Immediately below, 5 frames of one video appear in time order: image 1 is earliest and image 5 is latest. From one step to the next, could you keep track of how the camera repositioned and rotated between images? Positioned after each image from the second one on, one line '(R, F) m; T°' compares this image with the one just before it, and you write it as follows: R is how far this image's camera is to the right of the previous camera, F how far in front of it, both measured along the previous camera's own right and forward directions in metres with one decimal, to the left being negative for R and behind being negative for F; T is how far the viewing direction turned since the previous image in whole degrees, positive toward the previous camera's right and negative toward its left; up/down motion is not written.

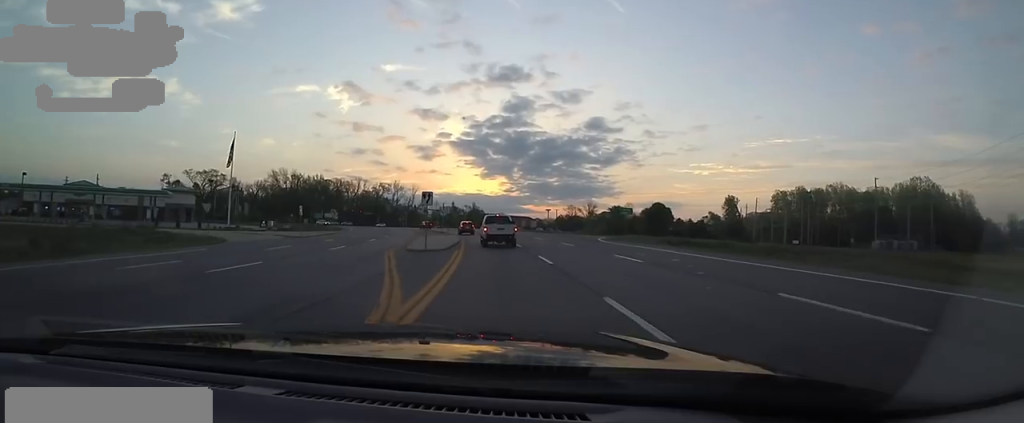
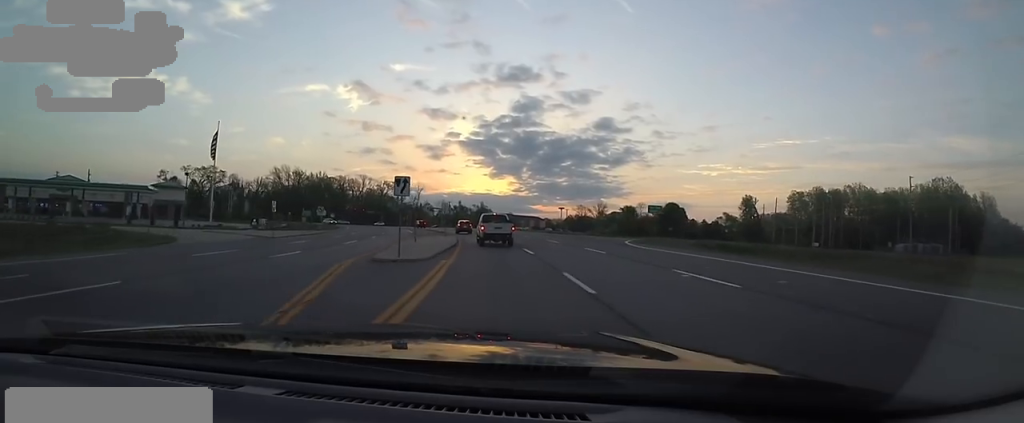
(-0.3, +7.6) m; -3°
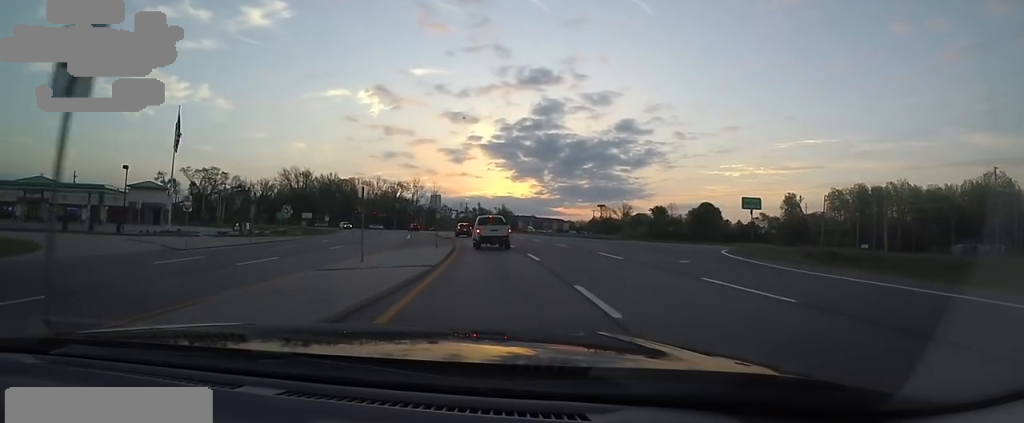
(-1.1, +15.1) m; -5°
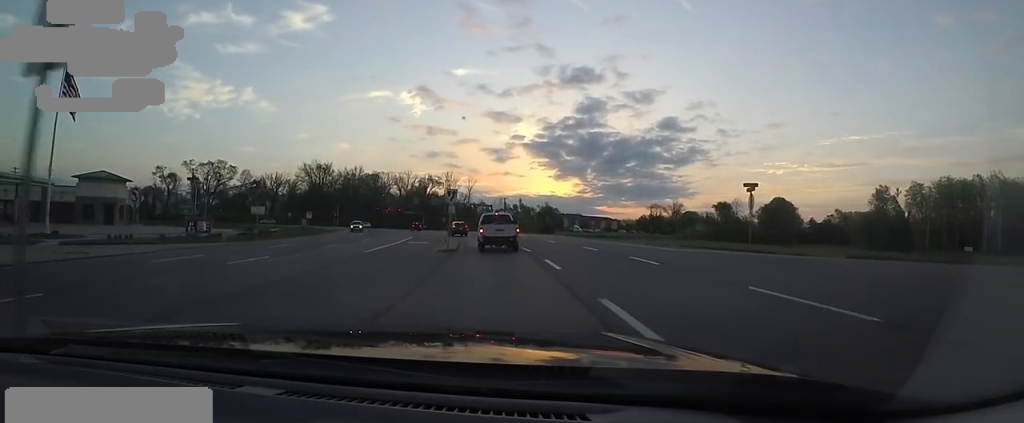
(-0.1, +25.3) m; -4°
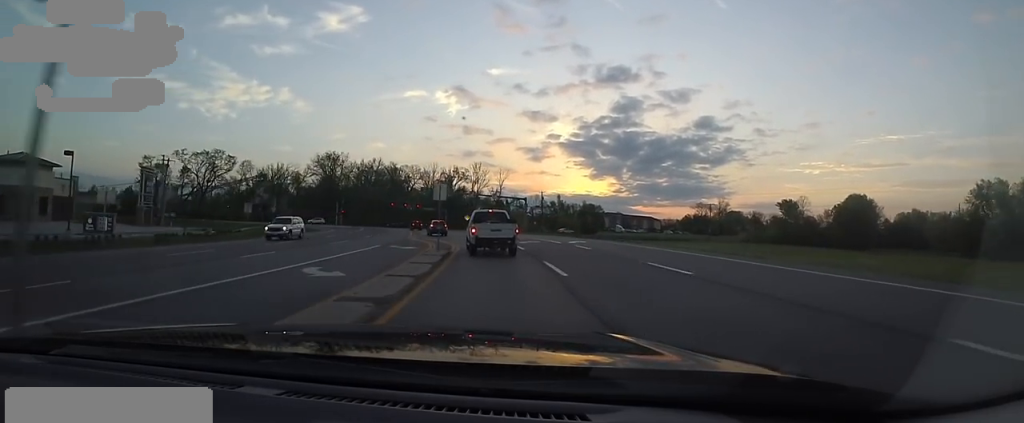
(-2.4, +23.2) m; -6°
